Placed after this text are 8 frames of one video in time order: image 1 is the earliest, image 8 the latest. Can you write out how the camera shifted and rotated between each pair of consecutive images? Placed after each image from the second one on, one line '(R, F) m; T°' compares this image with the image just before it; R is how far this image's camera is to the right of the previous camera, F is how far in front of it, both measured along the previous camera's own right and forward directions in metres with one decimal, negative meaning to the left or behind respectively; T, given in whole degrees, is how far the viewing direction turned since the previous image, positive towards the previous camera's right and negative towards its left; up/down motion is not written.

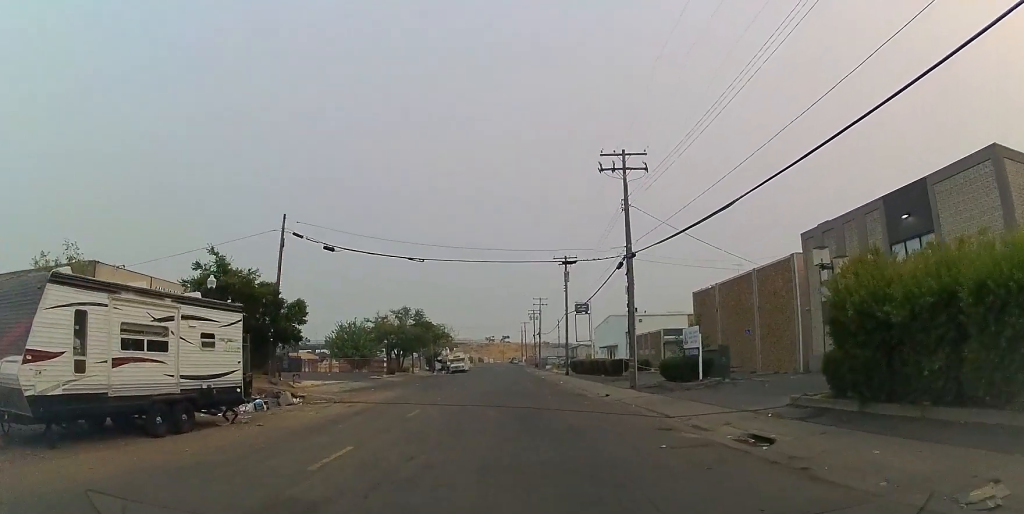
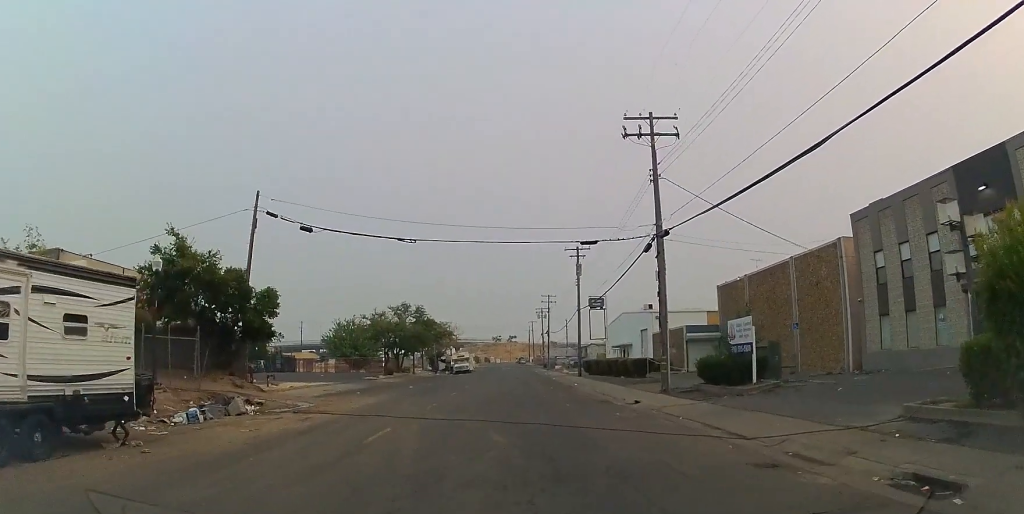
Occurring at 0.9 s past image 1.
(-0.3, +4.6) m; -3°
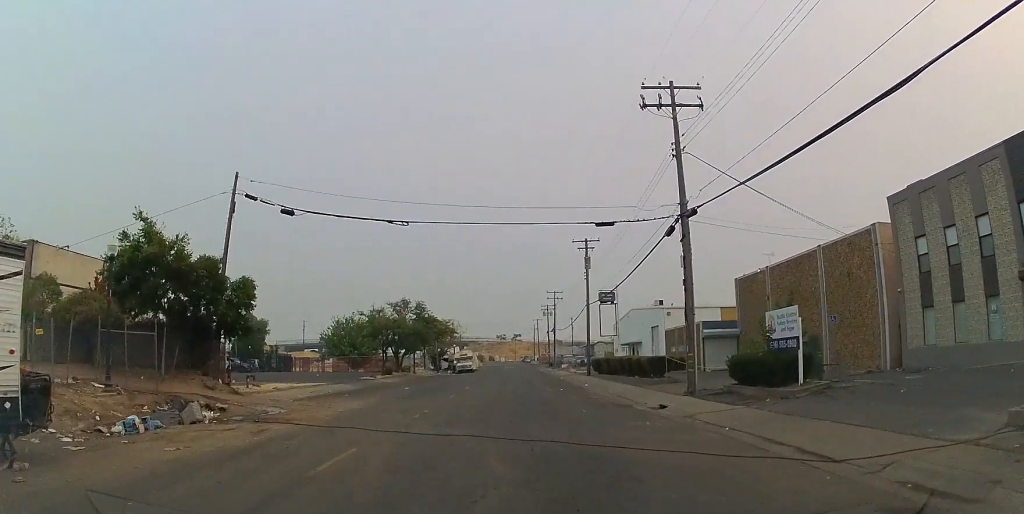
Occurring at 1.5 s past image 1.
(0.0, +3.0) m; 0°
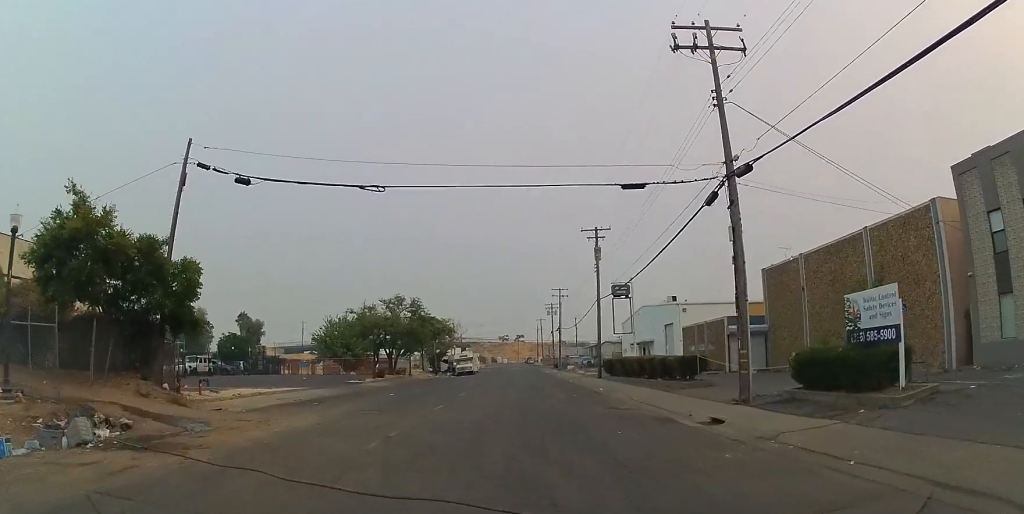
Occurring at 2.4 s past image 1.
(0.0, +4.8) m; 0°
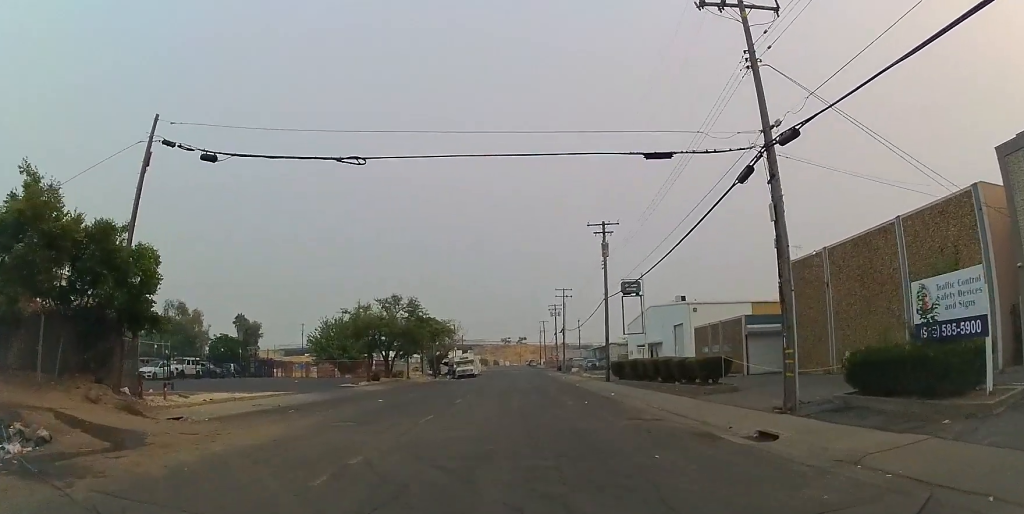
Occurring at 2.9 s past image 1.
(0.0, +2.8) m; 0°
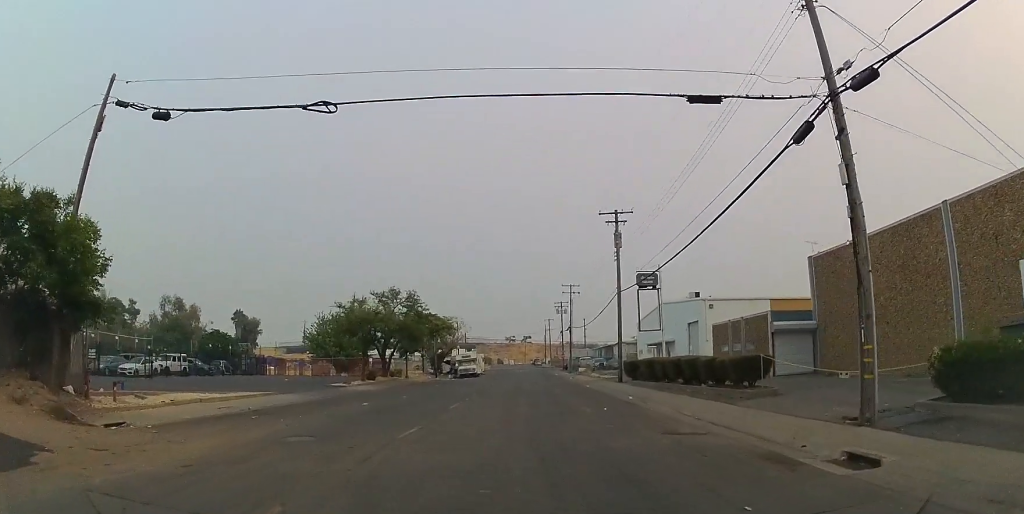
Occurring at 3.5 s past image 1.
(0.0, +3.3) m; 0°
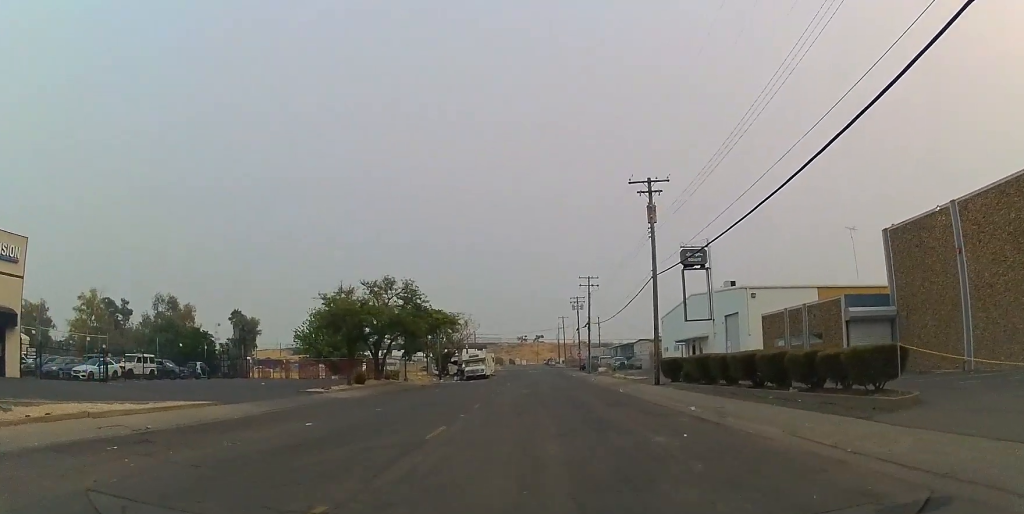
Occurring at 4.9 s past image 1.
(0.0, +7.3) m; 0°
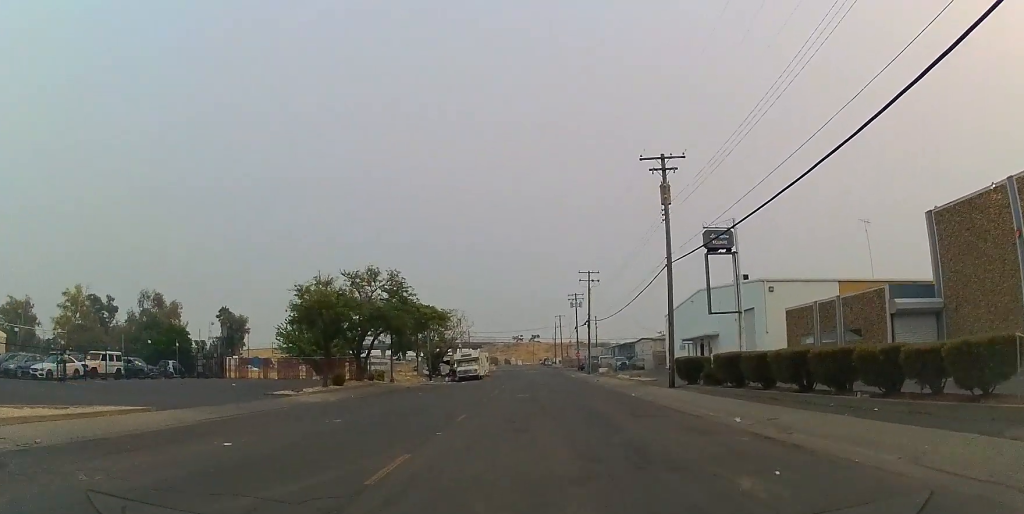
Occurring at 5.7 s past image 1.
(0.0, +4.2) m; 0°
